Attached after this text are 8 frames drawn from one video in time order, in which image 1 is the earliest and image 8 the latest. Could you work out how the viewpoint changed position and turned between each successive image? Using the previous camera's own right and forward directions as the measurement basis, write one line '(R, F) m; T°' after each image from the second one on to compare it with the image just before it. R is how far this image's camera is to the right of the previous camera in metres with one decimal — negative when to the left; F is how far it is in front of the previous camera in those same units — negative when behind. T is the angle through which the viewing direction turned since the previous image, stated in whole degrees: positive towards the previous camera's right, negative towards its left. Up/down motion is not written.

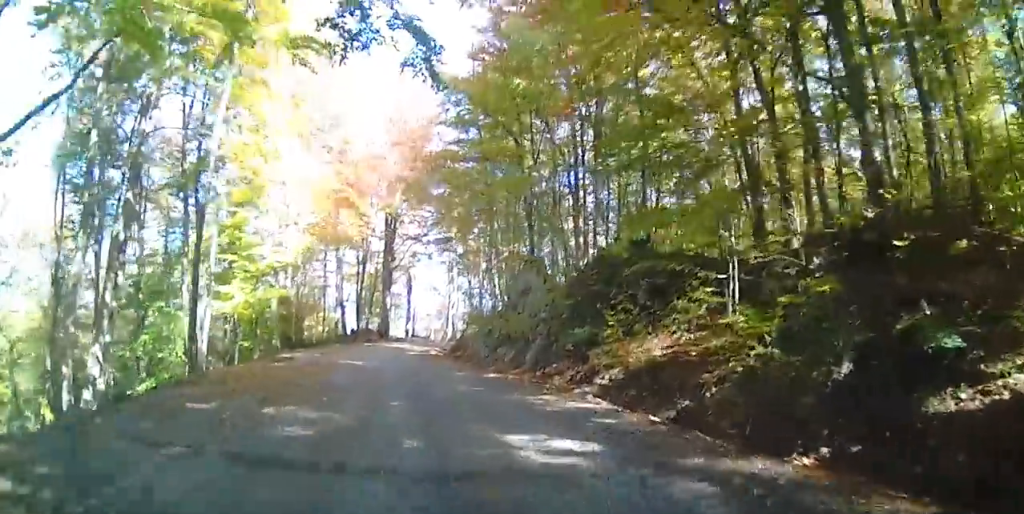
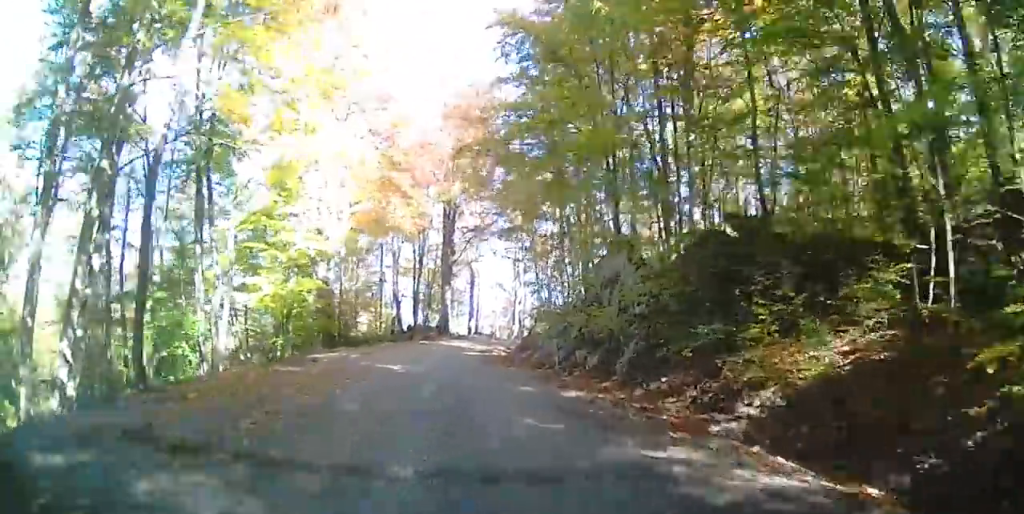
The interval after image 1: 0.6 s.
(-0.4, +4.5) m; -2°
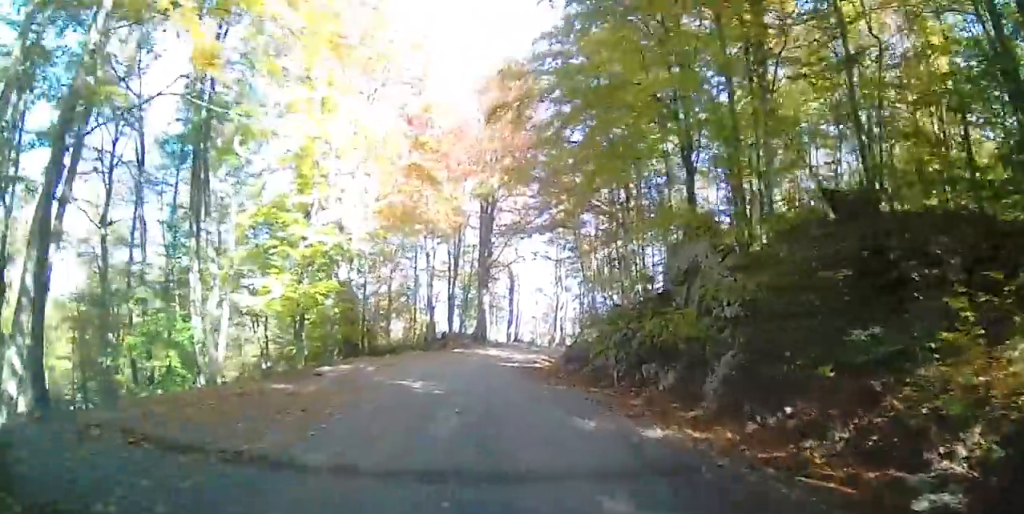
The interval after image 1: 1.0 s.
(-0.1, +3.2) m; -3°
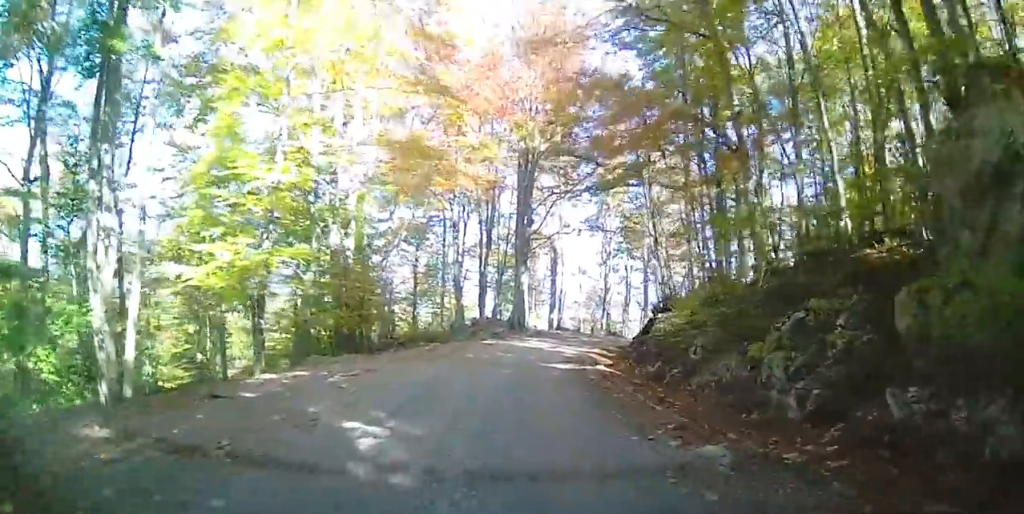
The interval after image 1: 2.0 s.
(0.0, +7.1) m; -11°
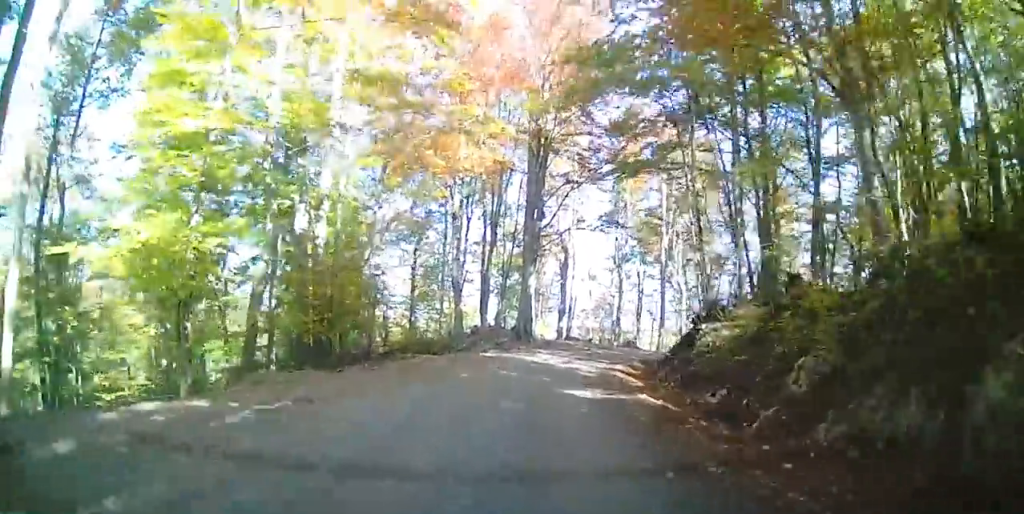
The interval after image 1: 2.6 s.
(-1.0, +4.1) m; -2°
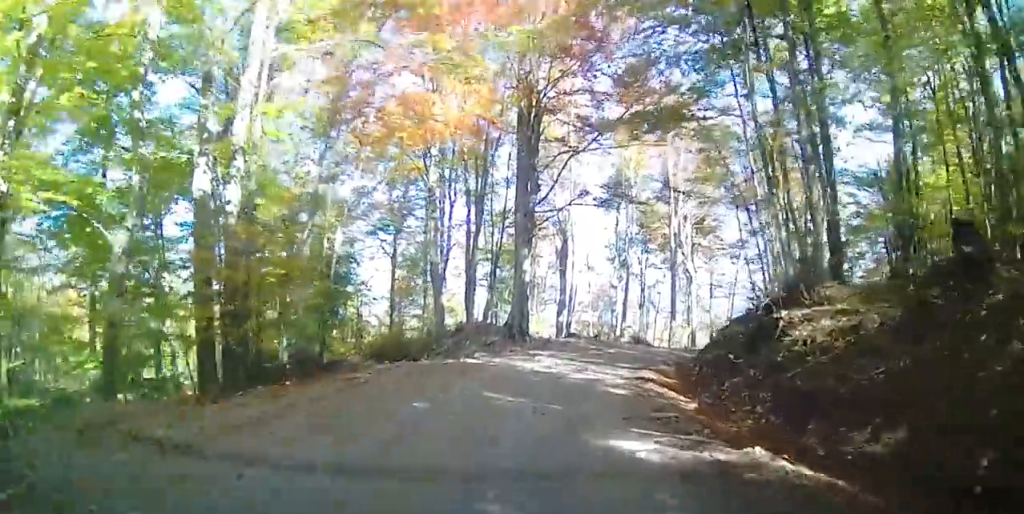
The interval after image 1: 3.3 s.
(+0.1, +5.2) m; +4°
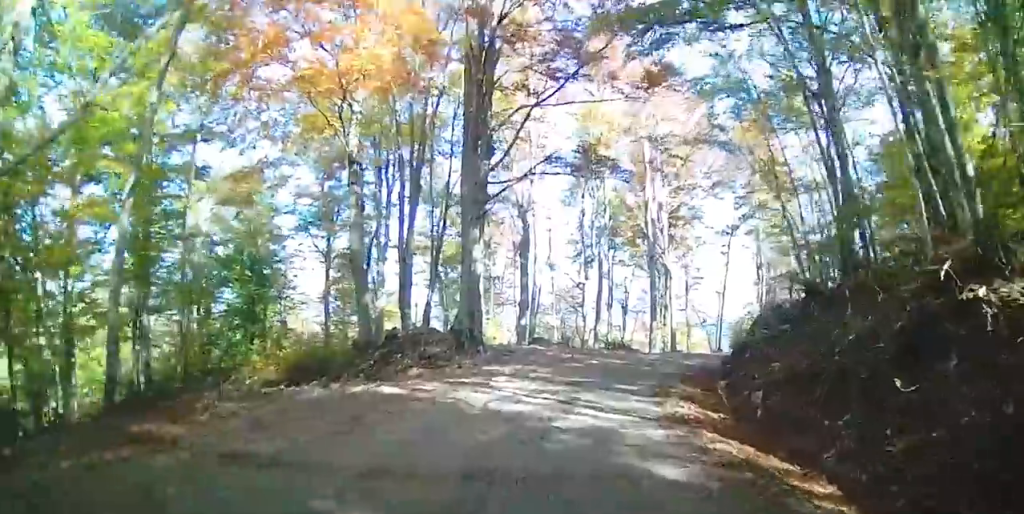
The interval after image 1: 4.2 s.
(+0.7, +6.0) m; +9°
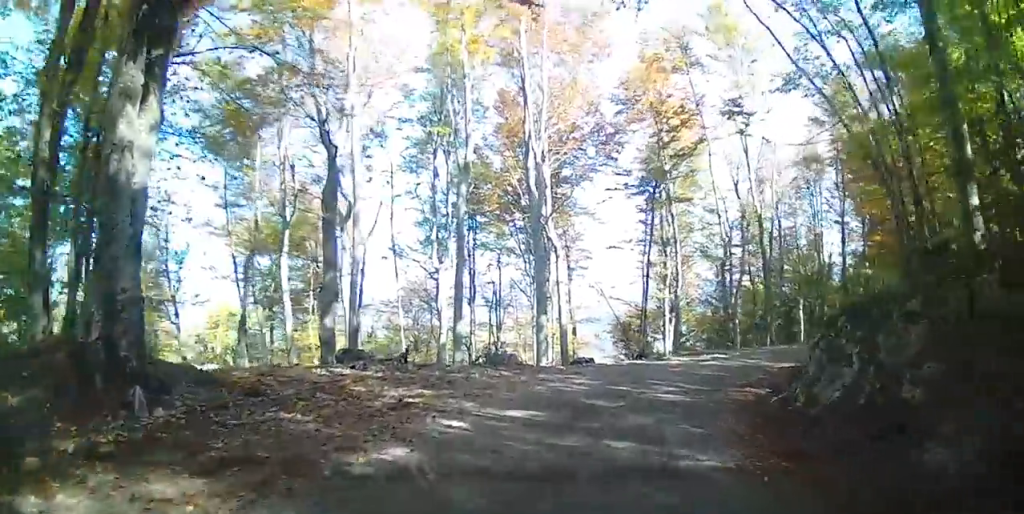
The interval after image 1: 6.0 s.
(+1.7, +12.4) m; +18°
